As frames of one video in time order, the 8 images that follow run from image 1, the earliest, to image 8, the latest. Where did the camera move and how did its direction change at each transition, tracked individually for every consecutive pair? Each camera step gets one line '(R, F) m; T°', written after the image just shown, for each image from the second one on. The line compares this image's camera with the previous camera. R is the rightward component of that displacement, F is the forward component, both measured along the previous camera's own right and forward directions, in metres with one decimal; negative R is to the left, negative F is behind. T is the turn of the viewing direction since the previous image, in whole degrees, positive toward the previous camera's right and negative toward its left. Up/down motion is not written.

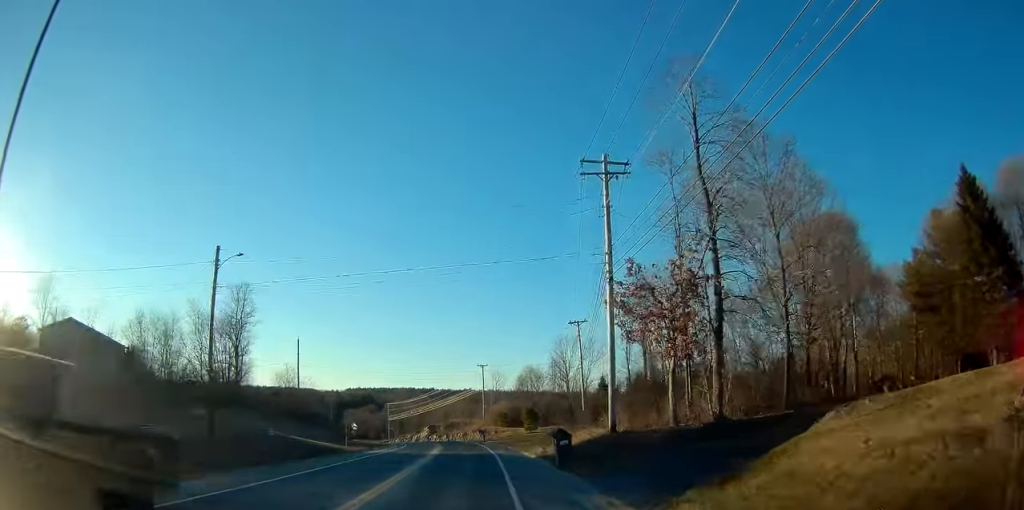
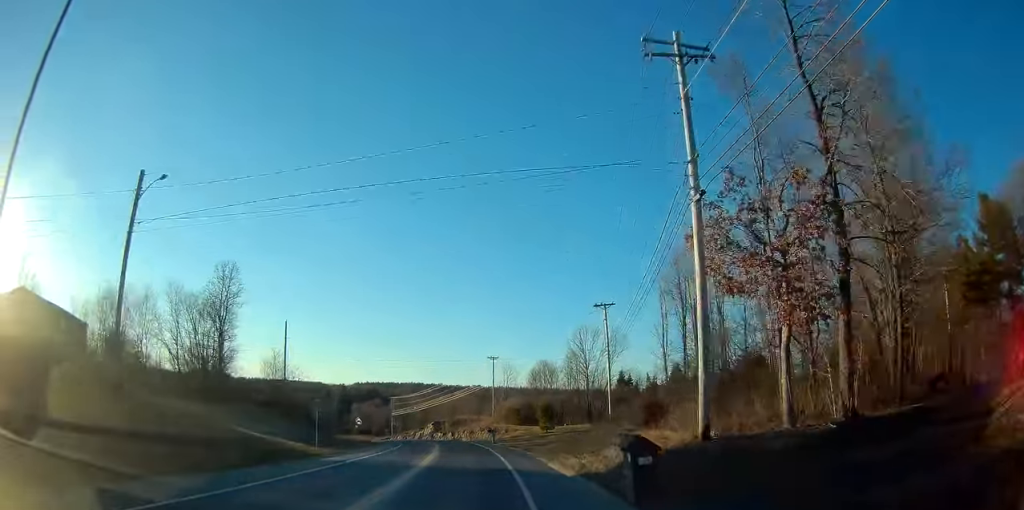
(0.0, +10.1) m; -1°
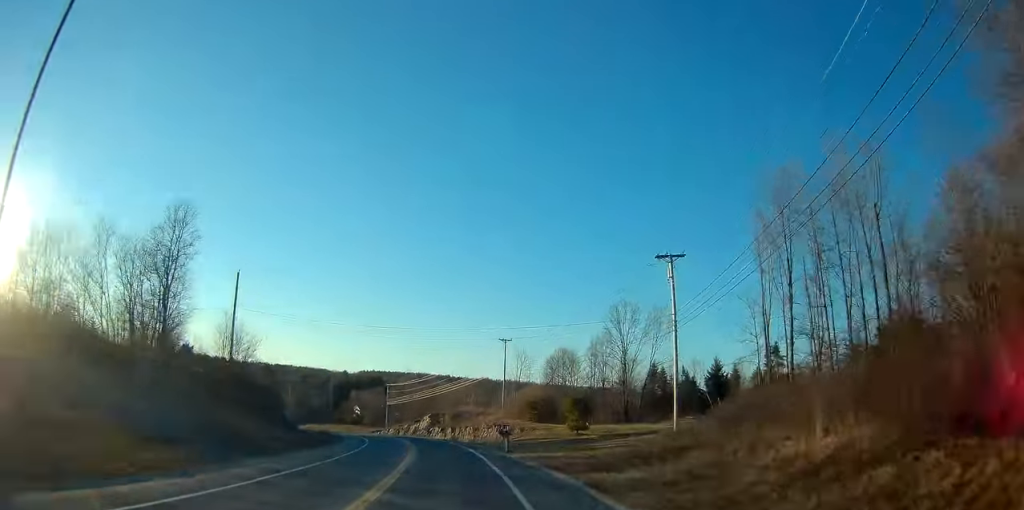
(-0.2, +19.5) m; -2°
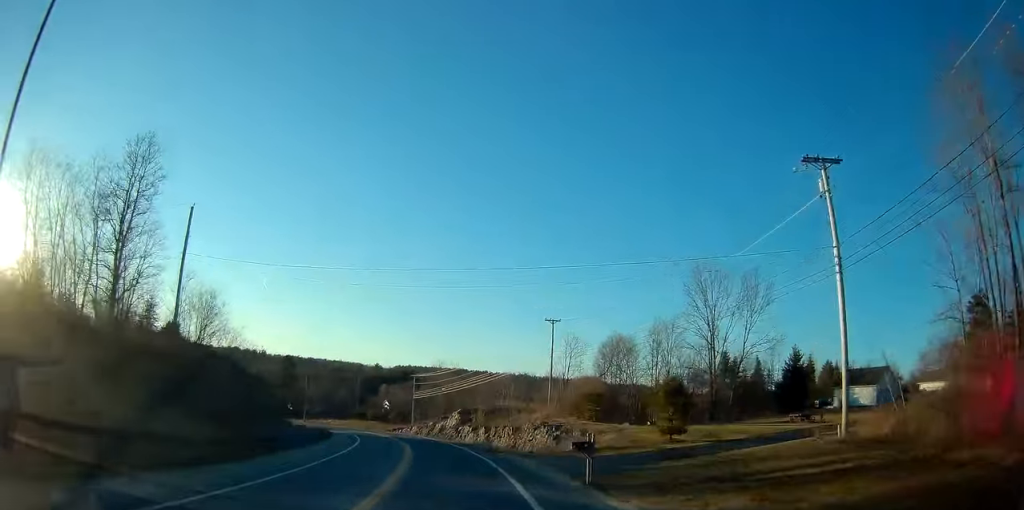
(-0.2, +18.1) m; -2°
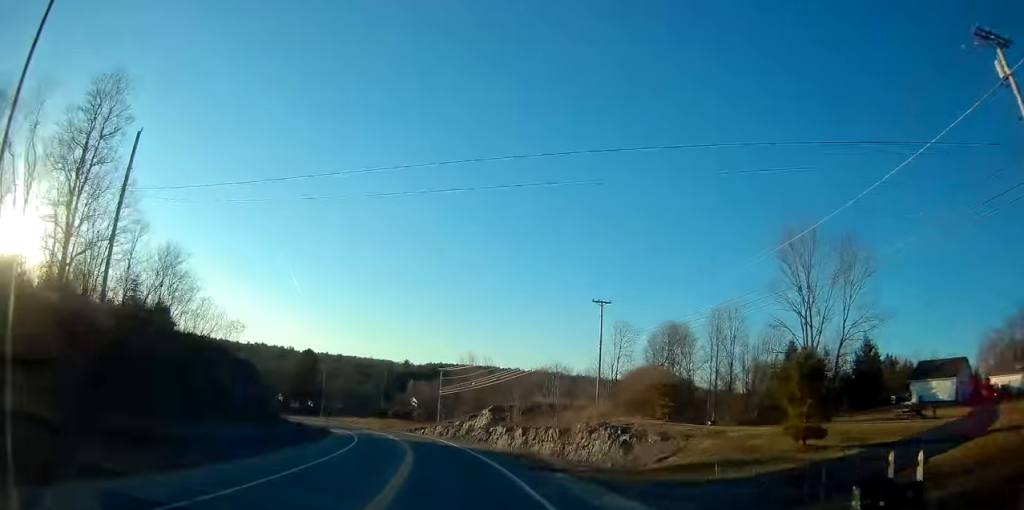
(-0.3, +12.7) m; -2°
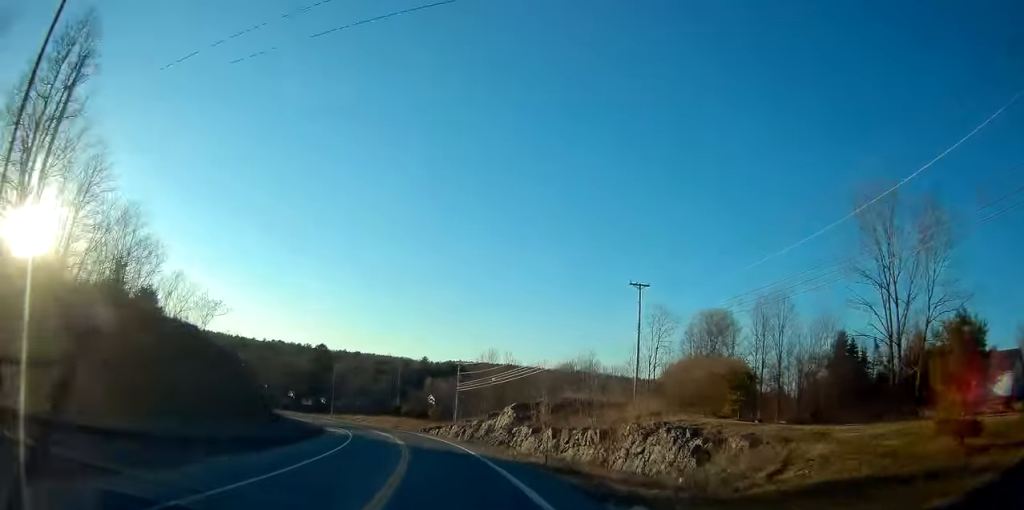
(-0.1, +8.7) m; -2°
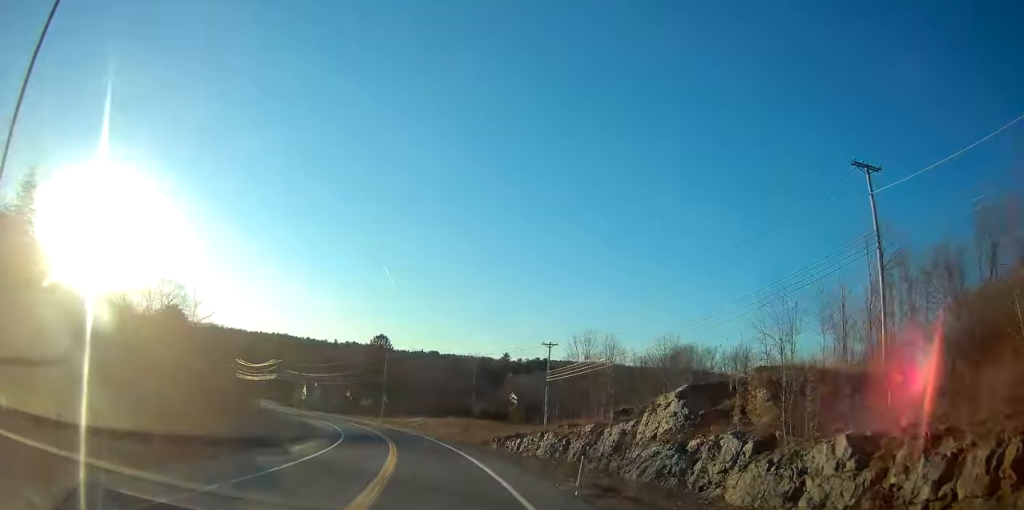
(-2.5, +30.6) m; -9°
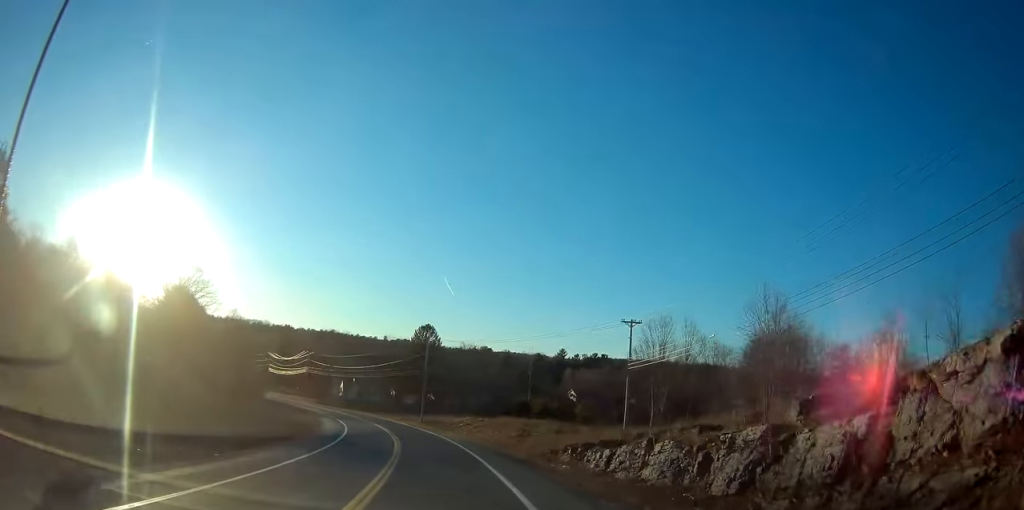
(-0.8, +16.9) m; -4°
